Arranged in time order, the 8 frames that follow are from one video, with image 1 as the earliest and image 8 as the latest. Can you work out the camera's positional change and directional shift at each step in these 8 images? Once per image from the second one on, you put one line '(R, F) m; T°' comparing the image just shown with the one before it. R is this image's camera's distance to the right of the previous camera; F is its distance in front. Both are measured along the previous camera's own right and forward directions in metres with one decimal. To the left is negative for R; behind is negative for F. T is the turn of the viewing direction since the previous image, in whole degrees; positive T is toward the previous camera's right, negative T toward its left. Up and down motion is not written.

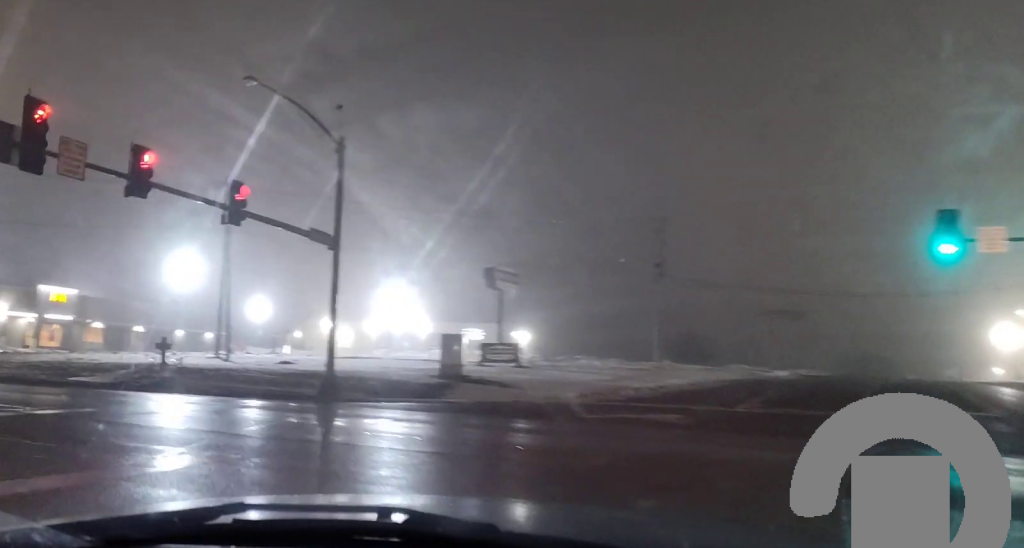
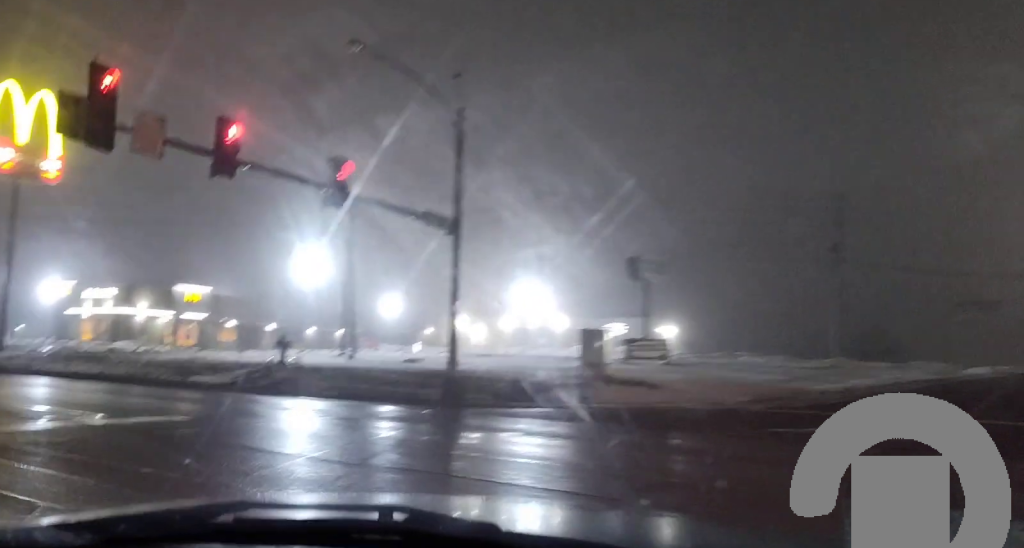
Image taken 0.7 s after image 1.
(-0.3, +3.2) m; -13°
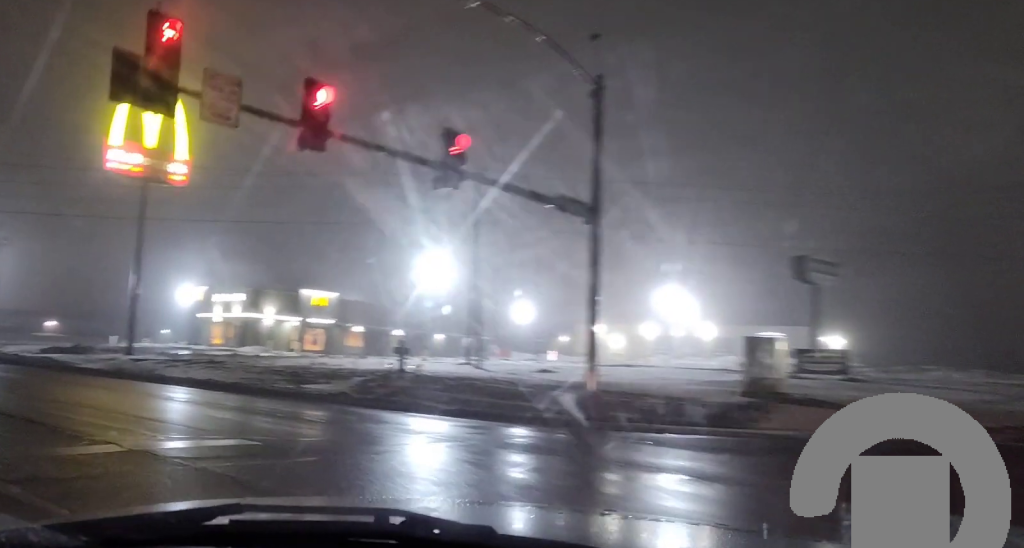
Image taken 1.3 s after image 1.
(-0.5, +3.2) m; -10°
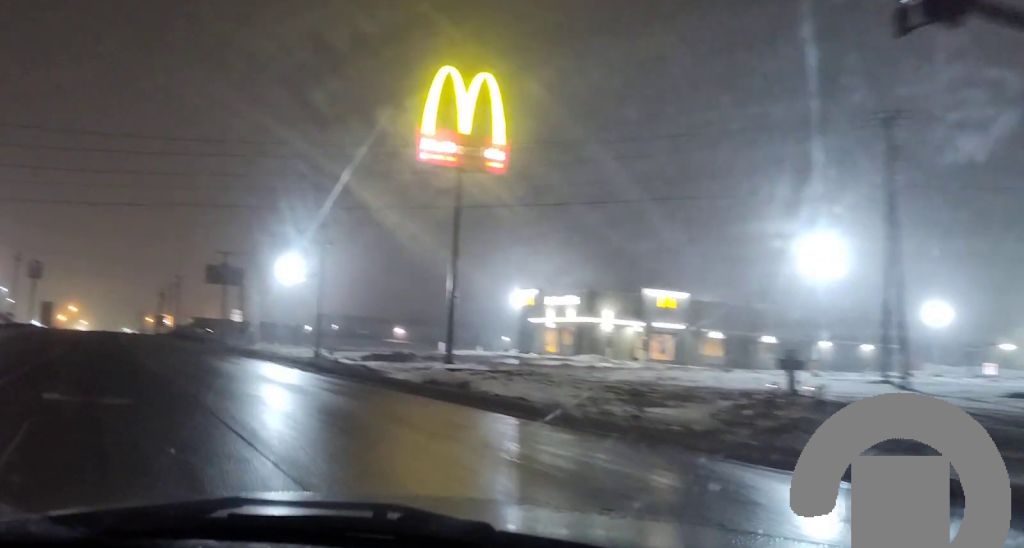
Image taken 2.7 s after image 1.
(-1.3, +8.1) m; -24°
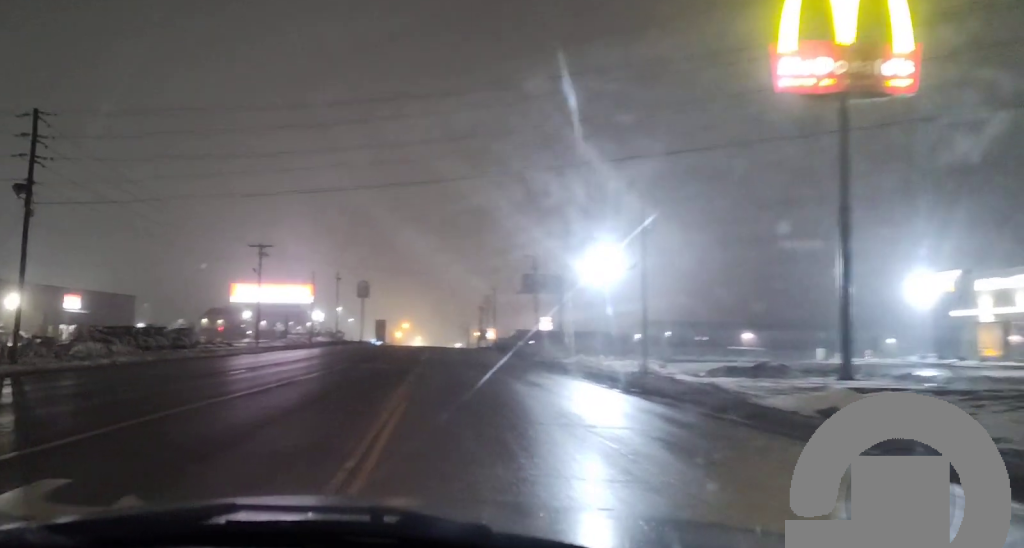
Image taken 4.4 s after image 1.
(-3.1, +11.2) m; -19°
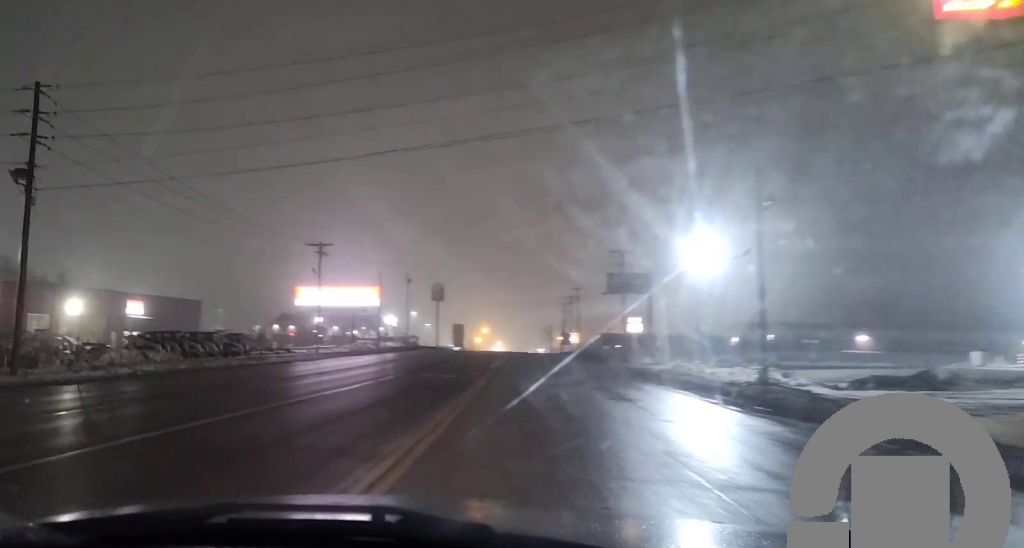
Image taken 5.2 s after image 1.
(-0.1, +6.5) m; -1°
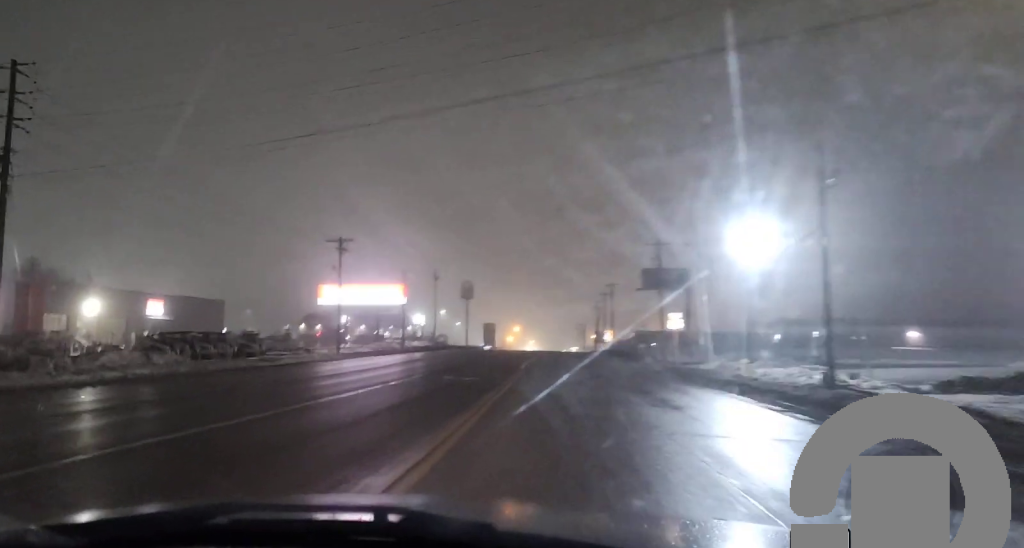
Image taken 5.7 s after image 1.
(0.0, +3.7) m; 0°
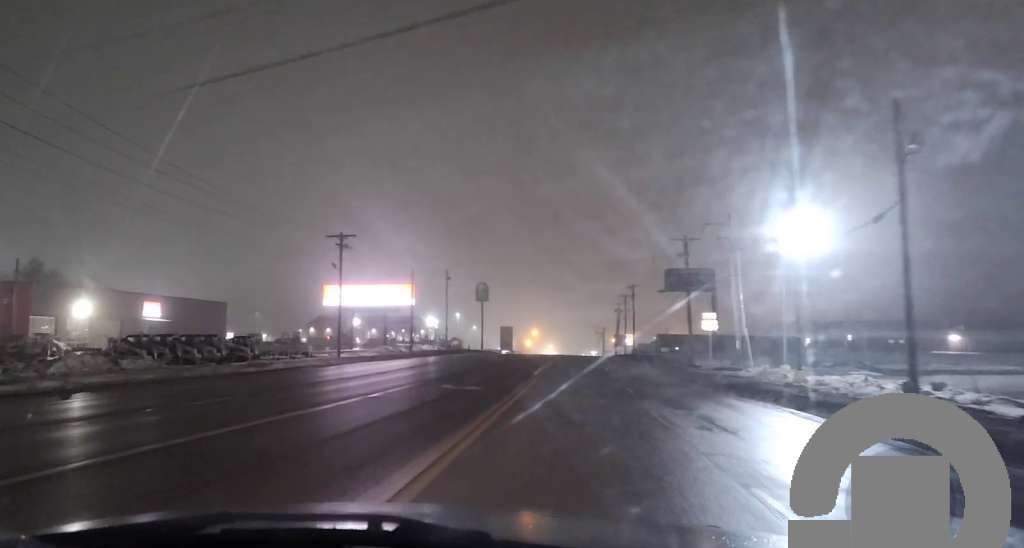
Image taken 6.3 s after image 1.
(0.0, +5.2) m; 0°
